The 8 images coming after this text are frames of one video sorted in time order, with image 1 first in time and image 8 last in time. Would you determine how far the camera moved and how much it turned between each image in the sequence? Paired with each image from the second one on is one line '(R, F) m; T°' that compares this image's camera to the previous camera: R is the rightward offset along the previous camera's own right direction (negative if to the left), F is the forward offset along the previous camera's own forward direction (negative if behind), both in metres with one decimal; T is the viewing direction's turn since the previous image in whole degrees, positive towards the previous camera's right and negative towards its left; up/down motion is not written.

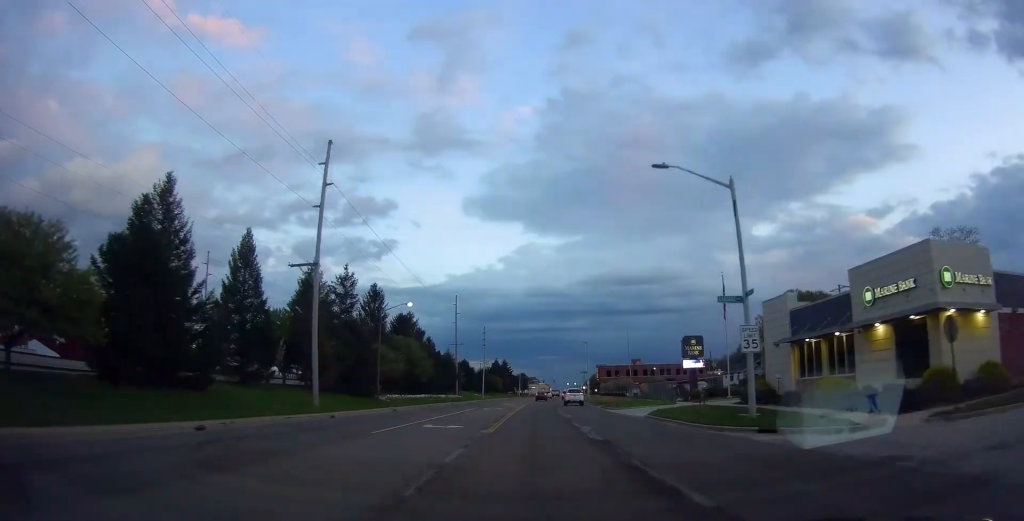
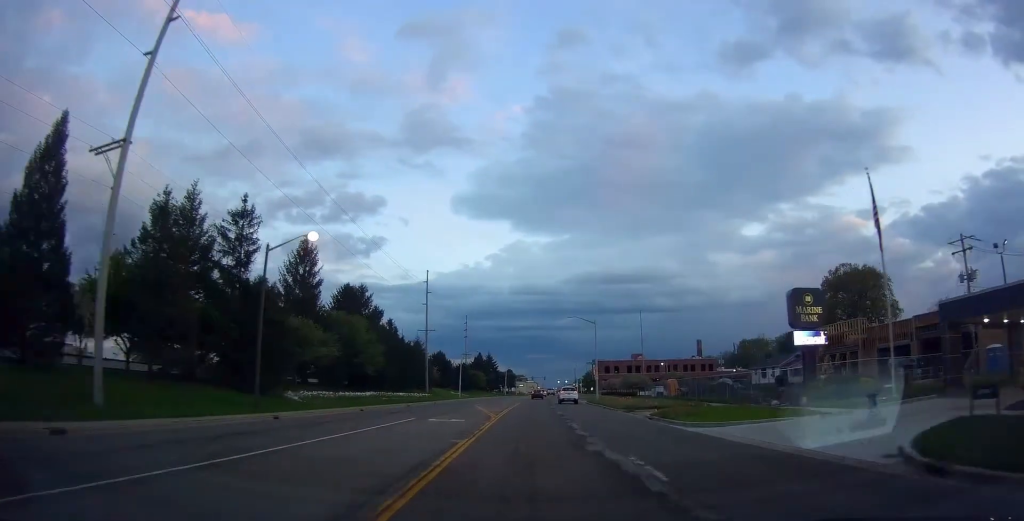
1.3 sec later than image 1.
(+0.6, +23.3) m; +2°
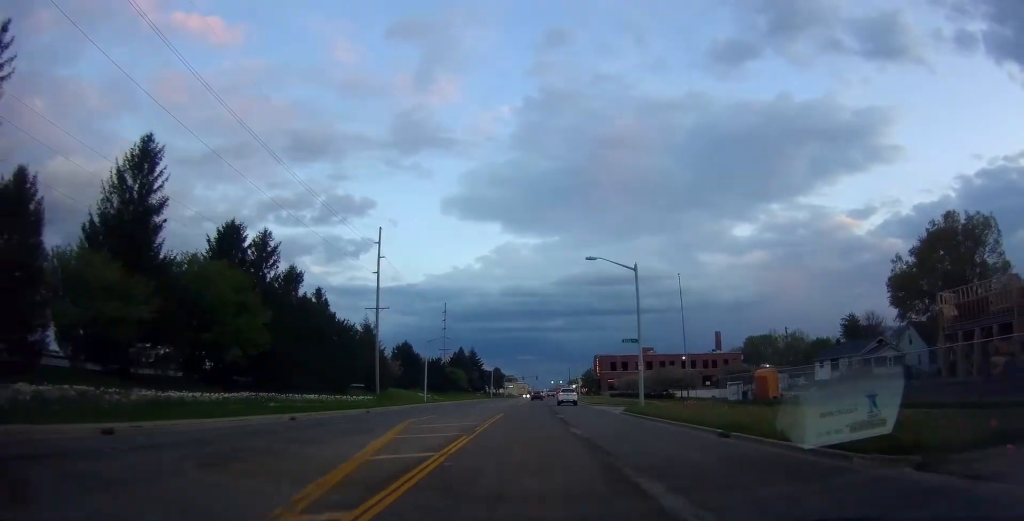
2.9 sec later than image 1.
(-0.4, +27.4) m; 0°
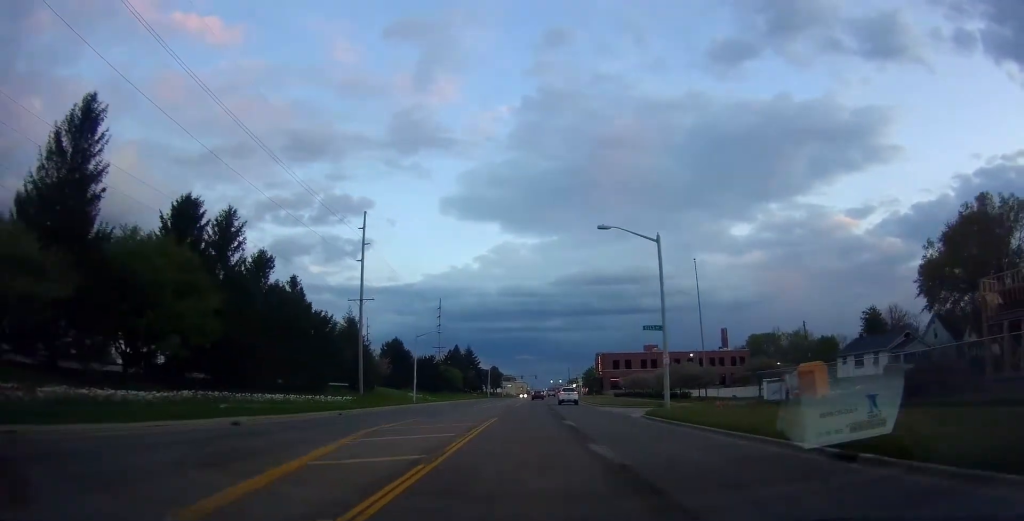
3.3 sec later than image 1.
(-0.2, +7.0) m; +1°
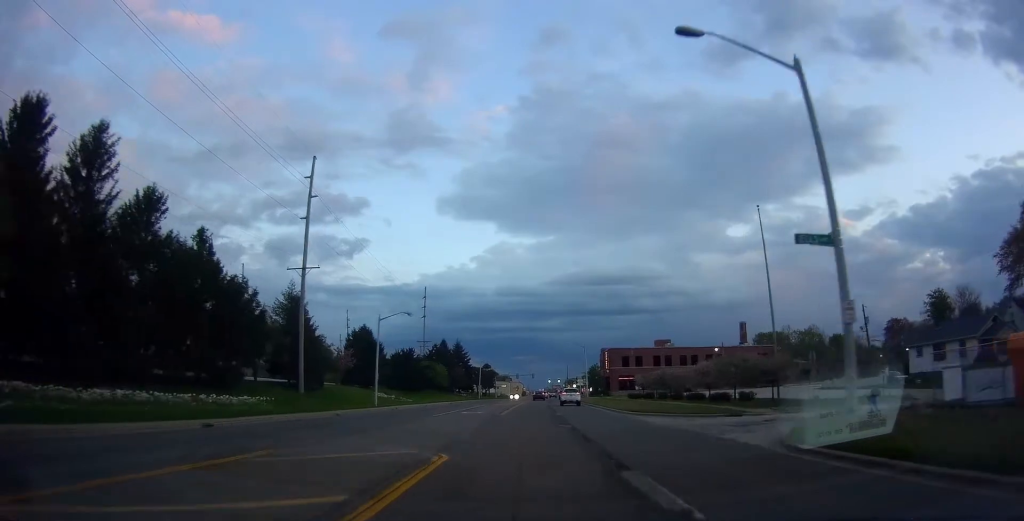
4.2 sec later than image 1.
(+0.6, +16.4) m; +1°
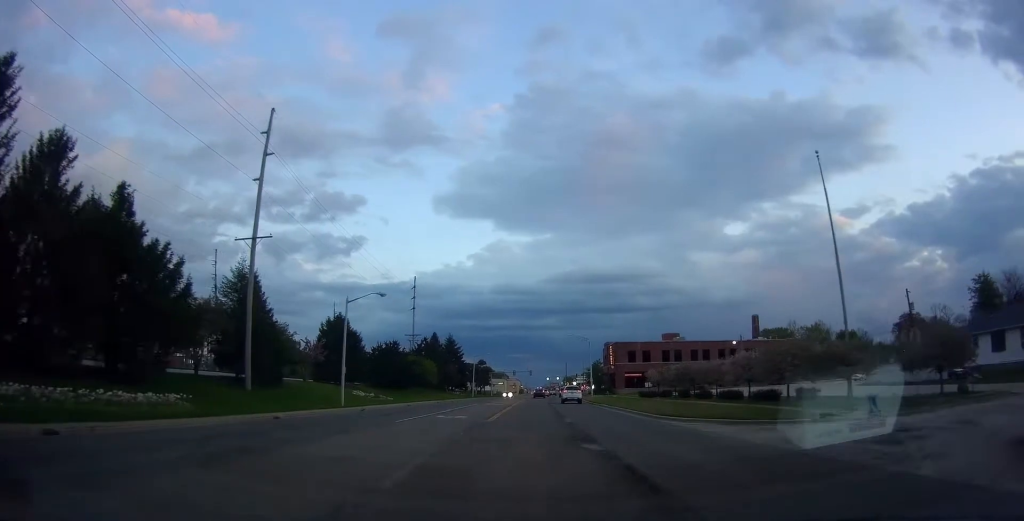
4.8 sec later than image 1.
(-0.1, +9.4) m; 0°
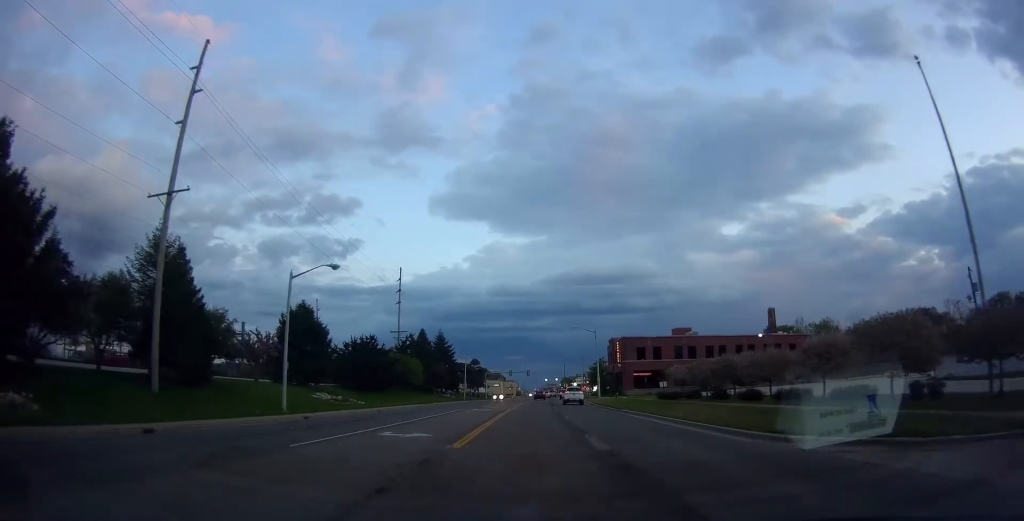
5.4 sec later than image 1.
(-0.2, +11.2) m; -1°
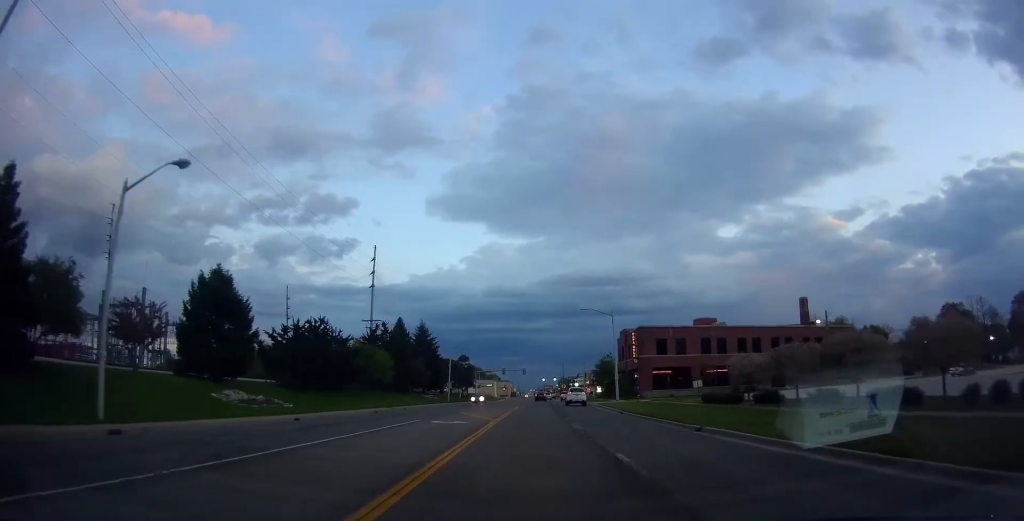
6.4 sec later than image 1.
(0.0, +17.0) m; +1°
